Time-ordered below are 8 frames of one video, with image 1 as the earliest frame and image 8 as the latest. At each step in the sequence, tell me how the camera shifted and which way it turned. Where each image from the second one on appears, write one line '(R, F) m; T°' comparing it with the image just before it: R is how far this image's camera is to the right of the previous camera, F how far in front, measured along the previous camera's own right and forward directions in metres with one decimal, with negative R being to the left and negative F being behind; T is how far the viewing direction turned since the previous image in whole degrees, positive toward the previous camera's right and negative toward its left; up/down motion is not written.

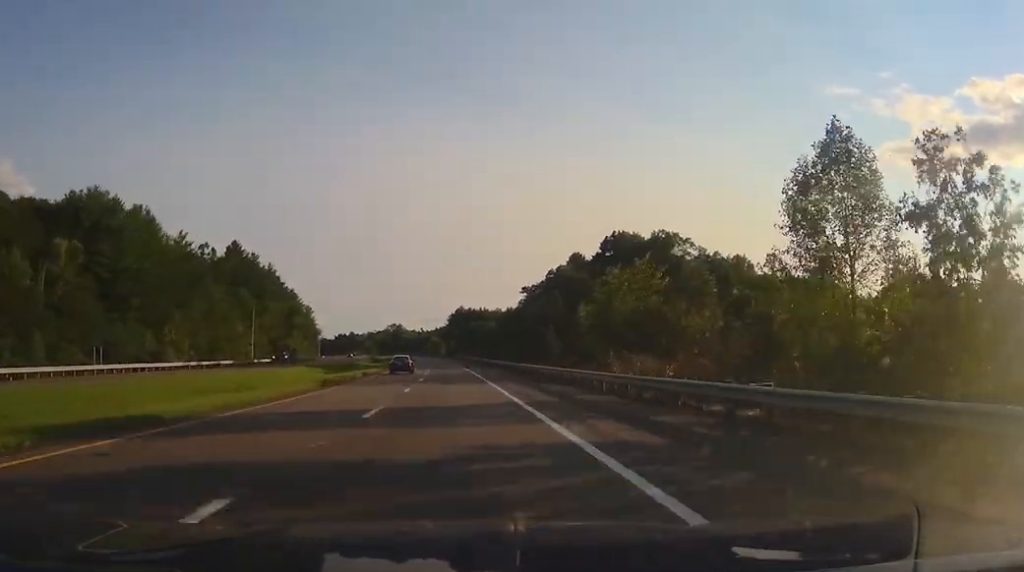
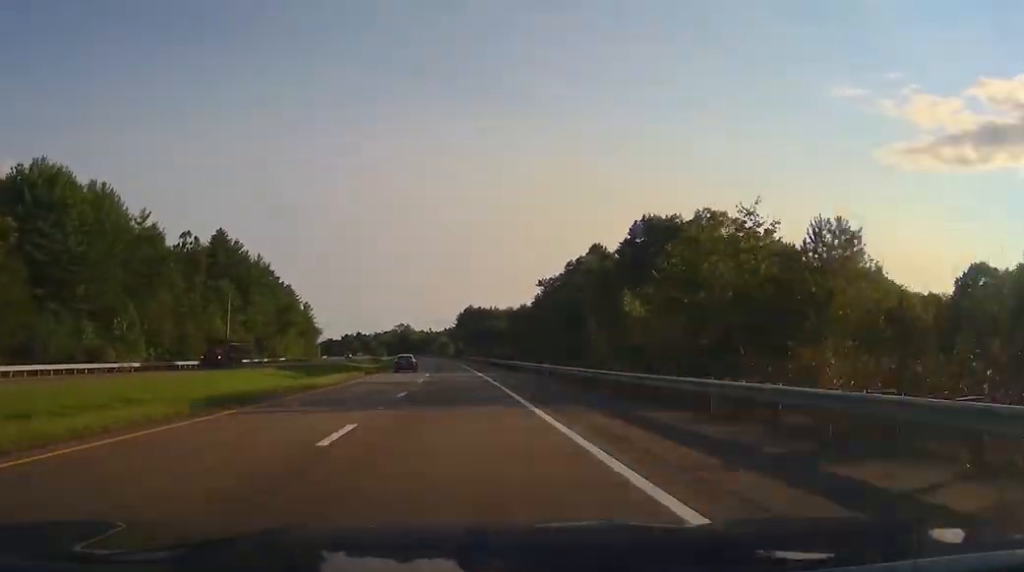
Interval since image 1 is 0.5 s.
(-0.3, +17.2) m; -1°
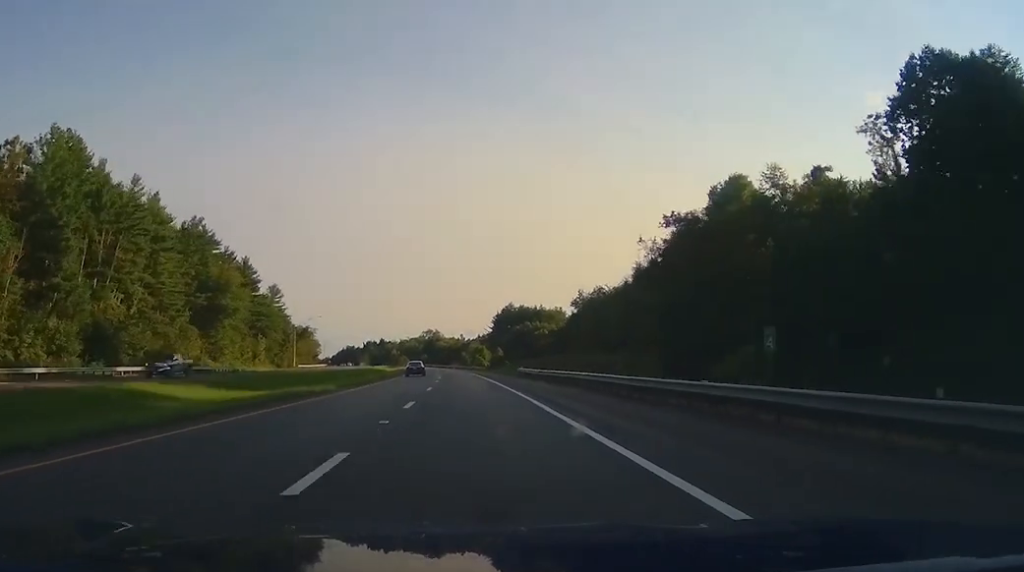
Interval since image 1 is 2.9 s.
(-2.1, +77.3) m; -3°
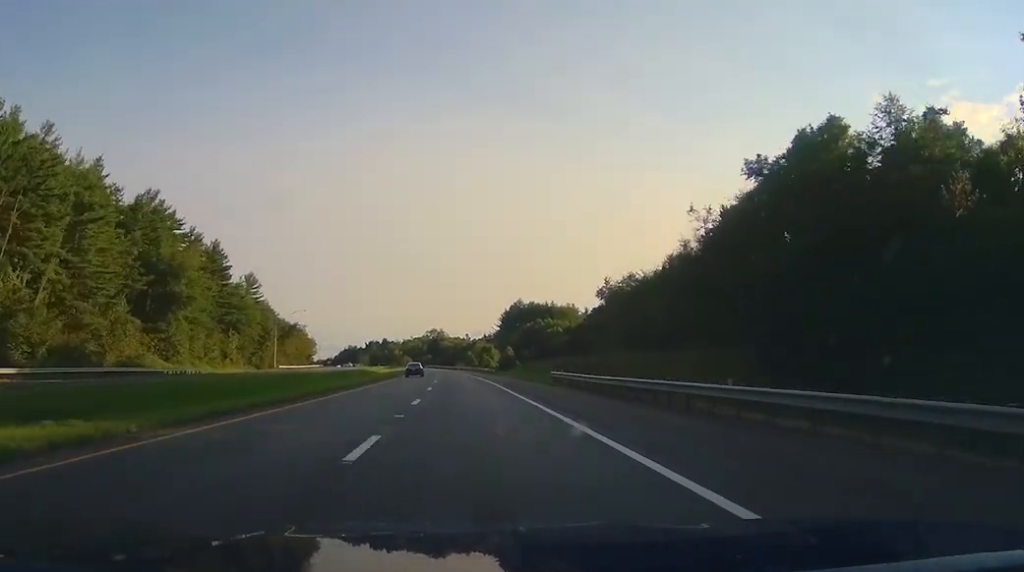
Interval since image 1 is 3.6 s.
(0.0, +22.2) m; 0°
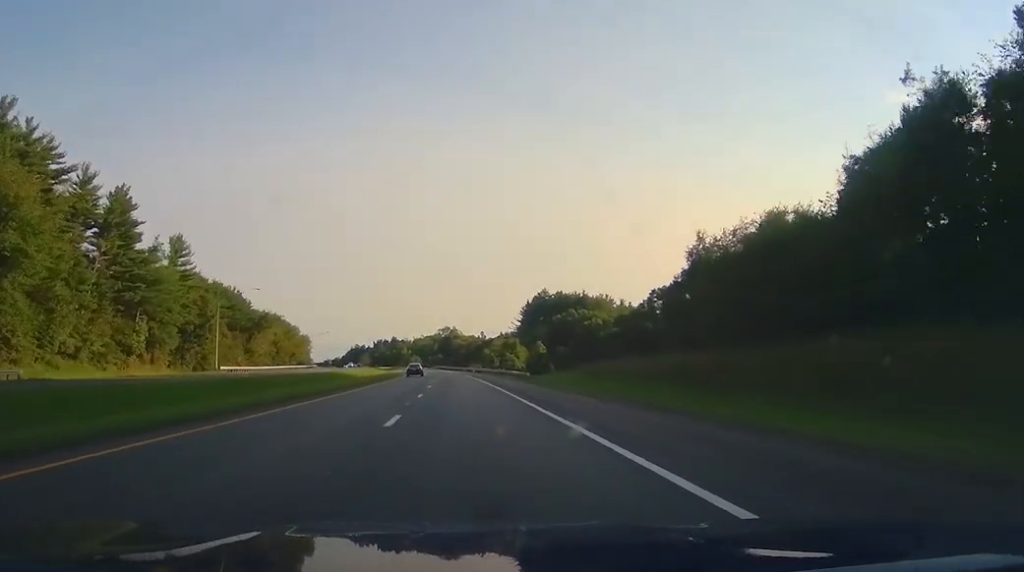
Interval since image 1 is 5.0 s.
(-0.1, +43.6) m; -1°
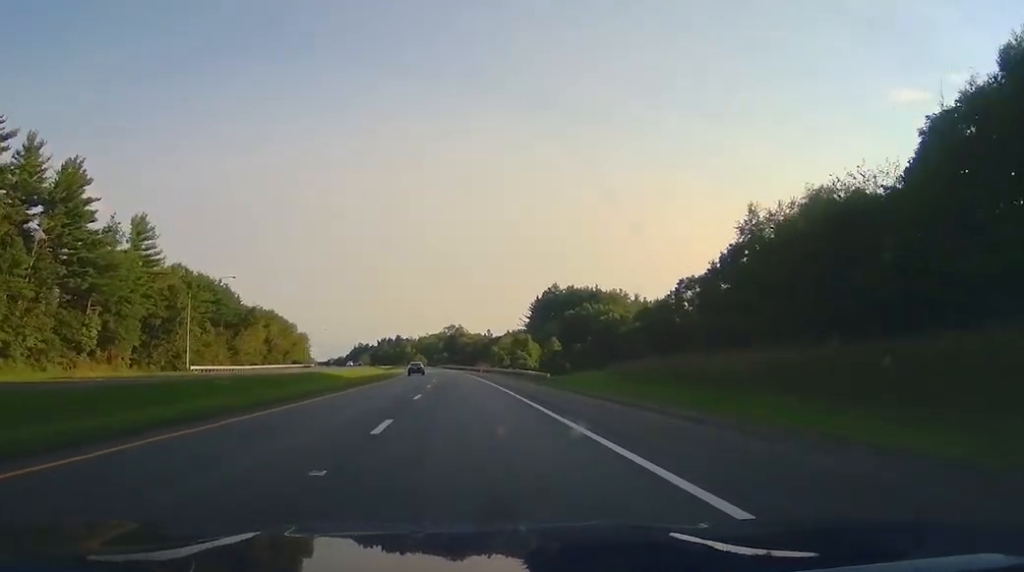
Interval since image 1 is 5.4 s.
(-0.2, +13.8) m; -1°
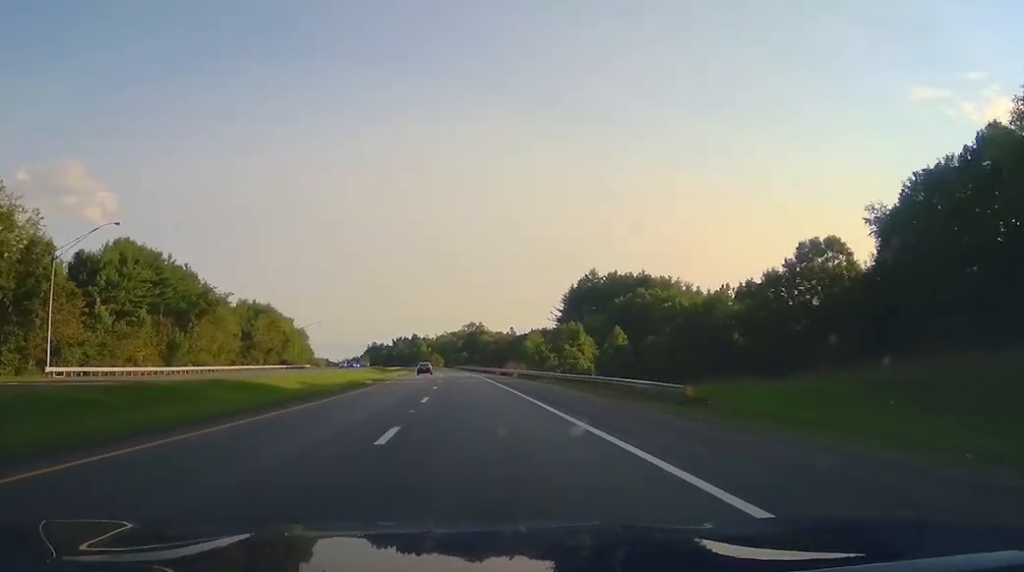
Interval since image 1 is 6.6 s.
(-0.6, +37.3) m; -1°
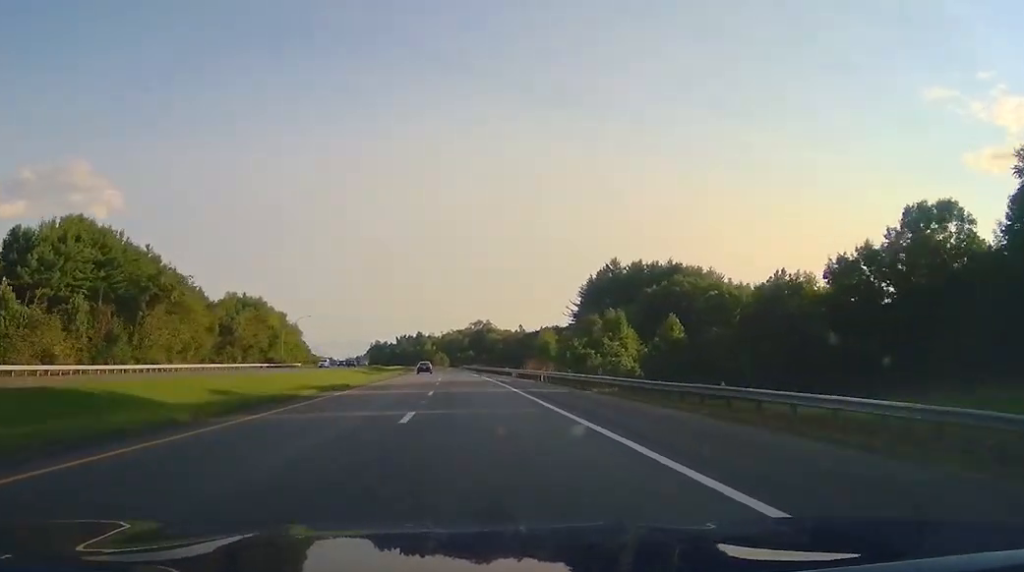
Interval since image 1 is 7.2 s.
(-0.1, +20.4) m; 0°
